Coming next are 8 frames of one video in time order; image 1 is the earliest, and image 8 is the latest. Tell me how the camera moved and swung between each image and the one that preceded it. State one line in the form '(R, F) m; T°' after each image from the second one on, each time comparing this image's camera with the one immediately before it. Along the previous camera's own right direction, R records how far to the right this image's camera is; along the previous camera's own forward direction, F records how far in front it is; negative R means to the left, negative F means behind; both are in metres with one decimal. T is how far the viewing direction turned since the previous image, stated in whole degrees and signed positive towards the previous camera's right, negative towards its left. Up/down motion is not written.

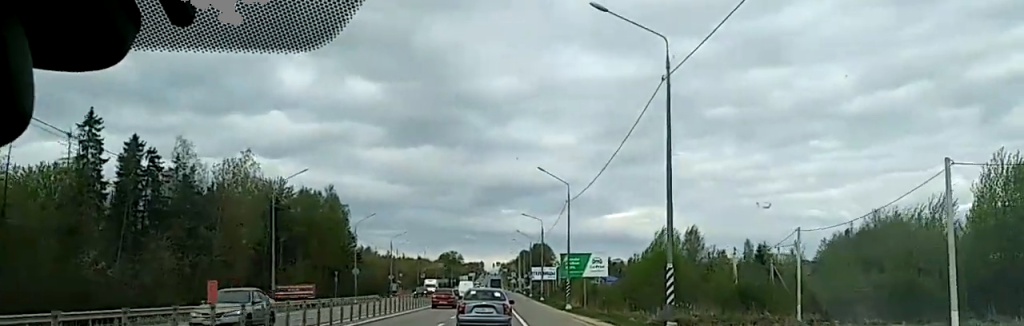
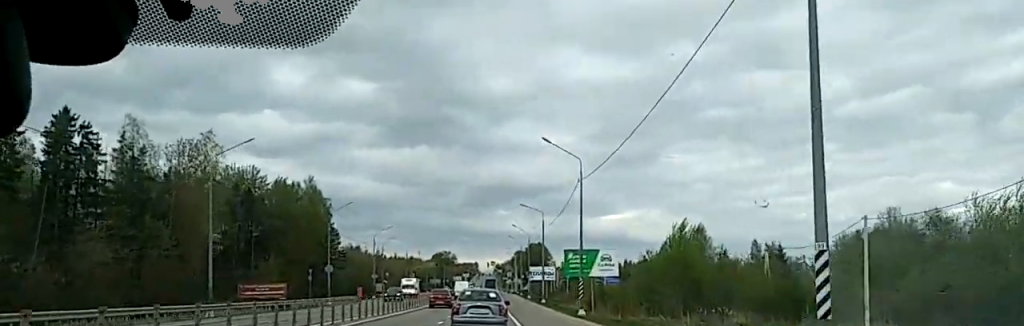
(0.0, +12.1) m; 0°
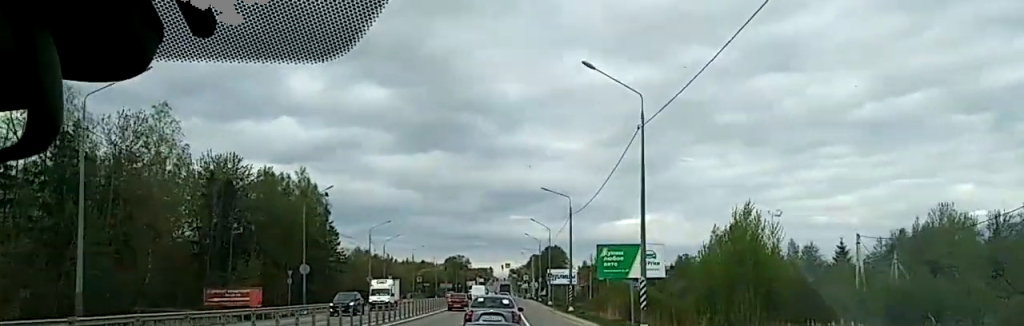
(+0.1, +17.0) m; -2°
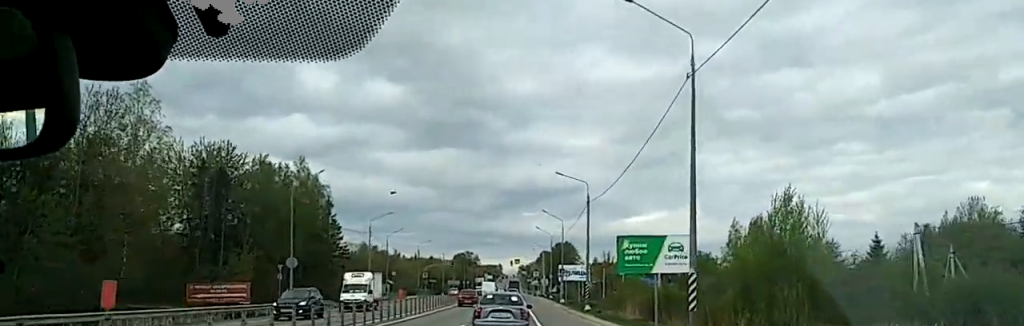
(-0.1, +7.2) m; -1°
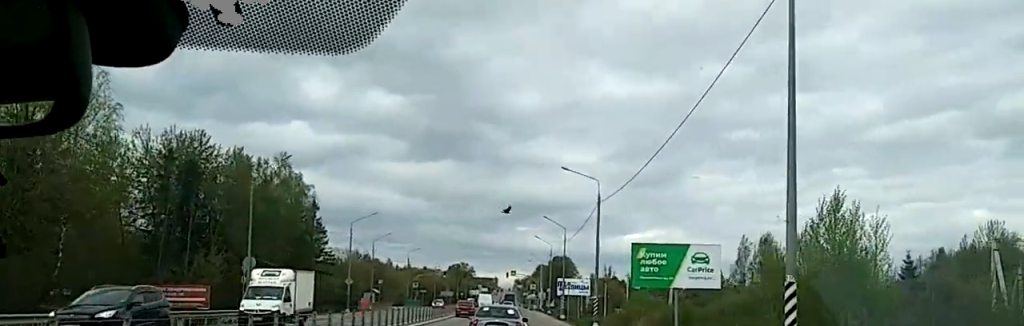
(-0.5, +8.7) m; -1°
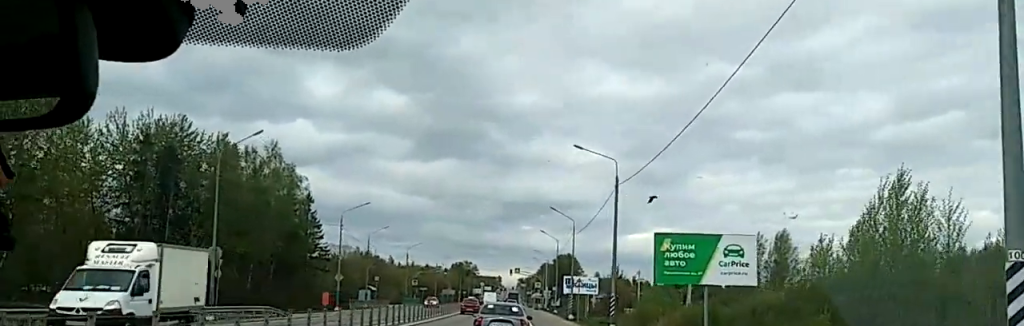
(+0.1, +7.0) m; 0°
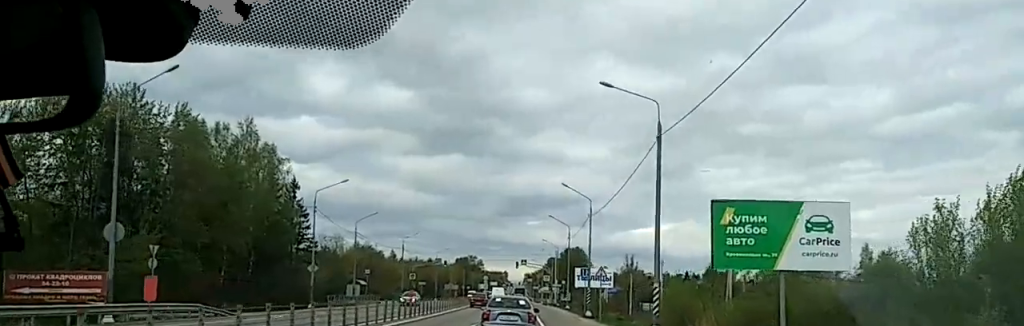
(+0.2, +11.7) m; 0°
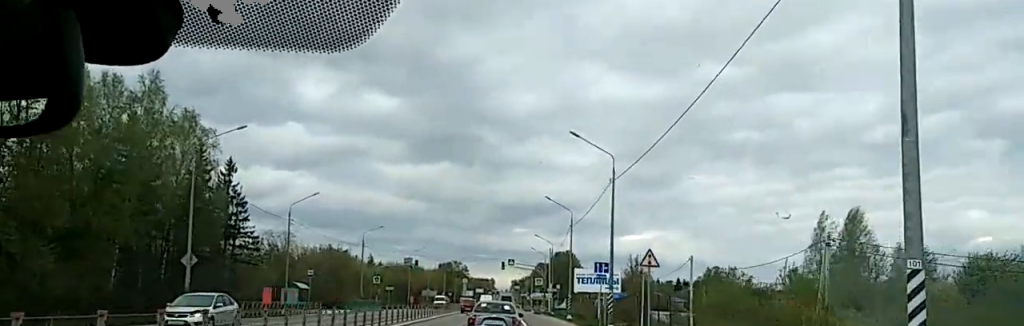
(-0.3, +21.4) m; -1°
